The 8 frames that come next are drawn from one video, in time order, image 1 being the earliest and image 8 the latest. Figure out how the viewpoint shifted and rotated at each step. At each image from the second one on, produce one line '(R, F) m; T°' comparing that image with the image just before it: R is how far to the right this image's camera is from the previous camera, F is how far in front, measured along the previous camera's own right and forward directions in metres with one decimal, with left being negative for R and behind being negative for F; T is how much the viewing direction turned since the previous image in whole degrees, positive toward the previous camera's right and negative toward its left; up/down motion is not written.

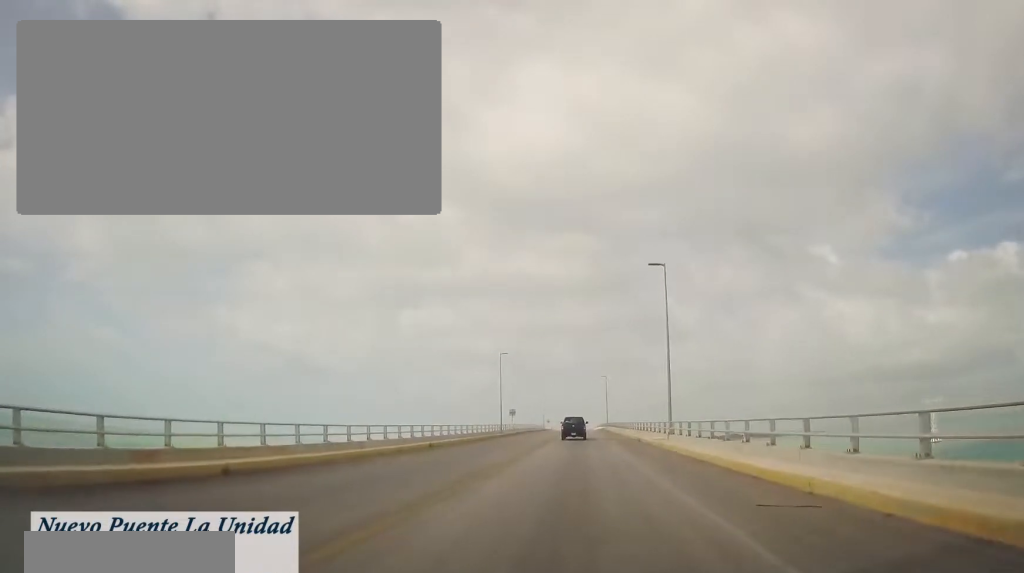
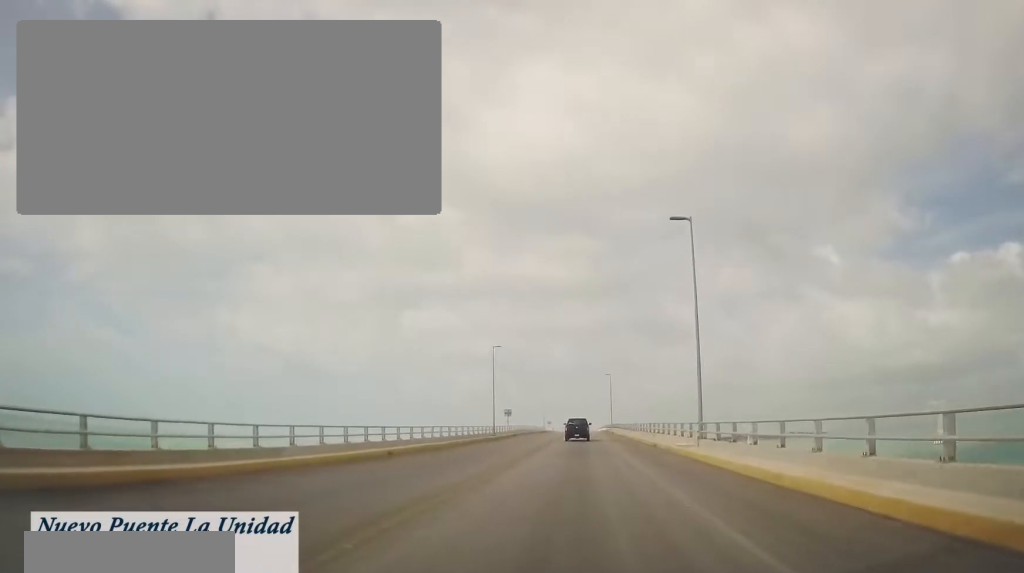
(-0.1, +7.9) m; -2°
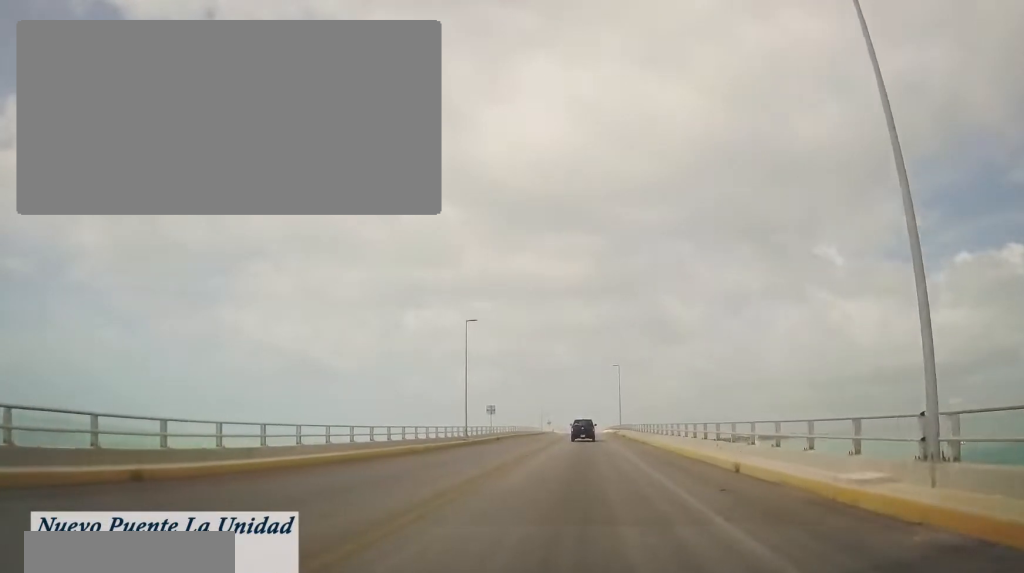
(-0.7, +16.9) m; -2°
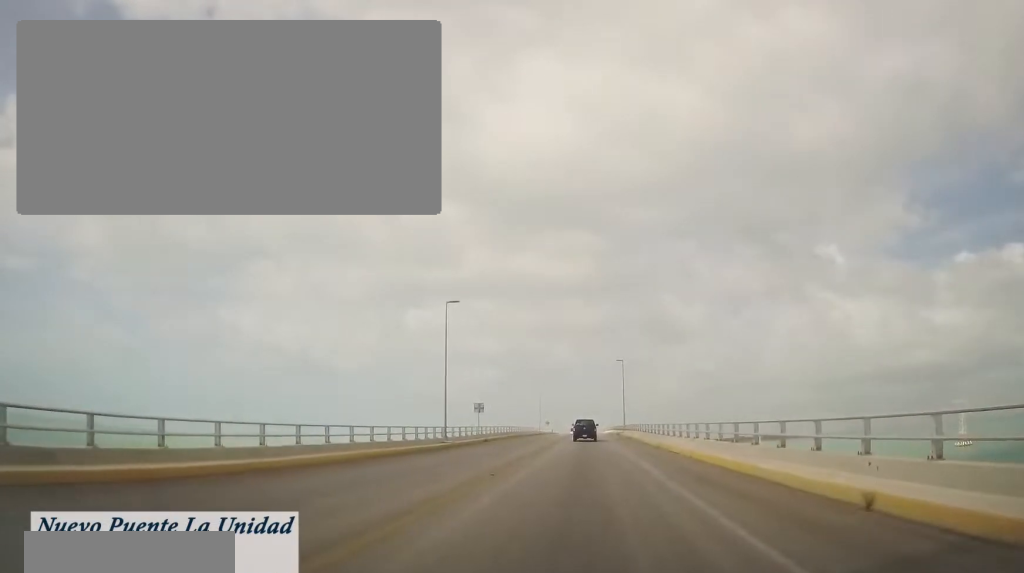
(0.0, +7.5) m; 0°
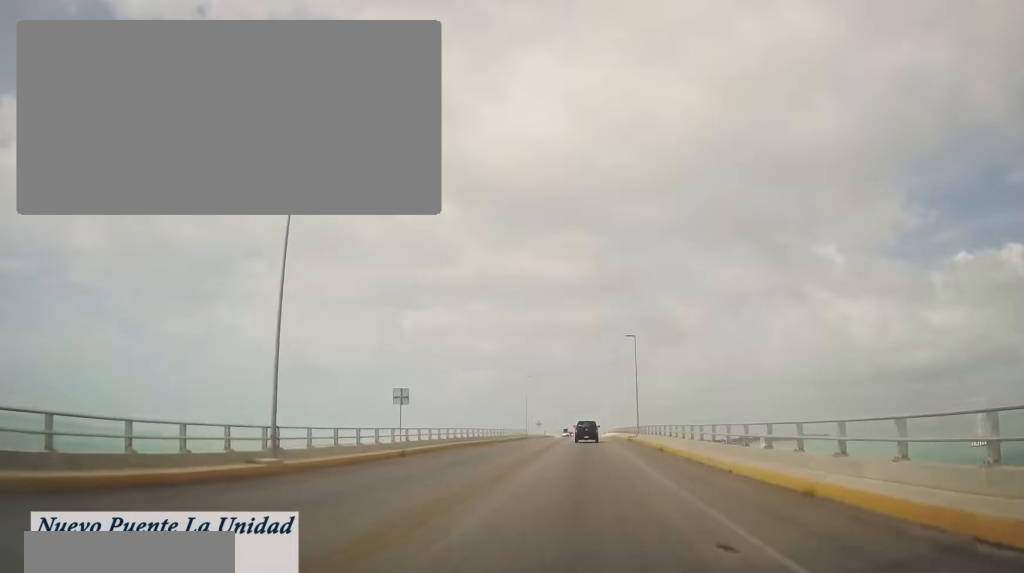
(+0.4, +23.2) m; -1°
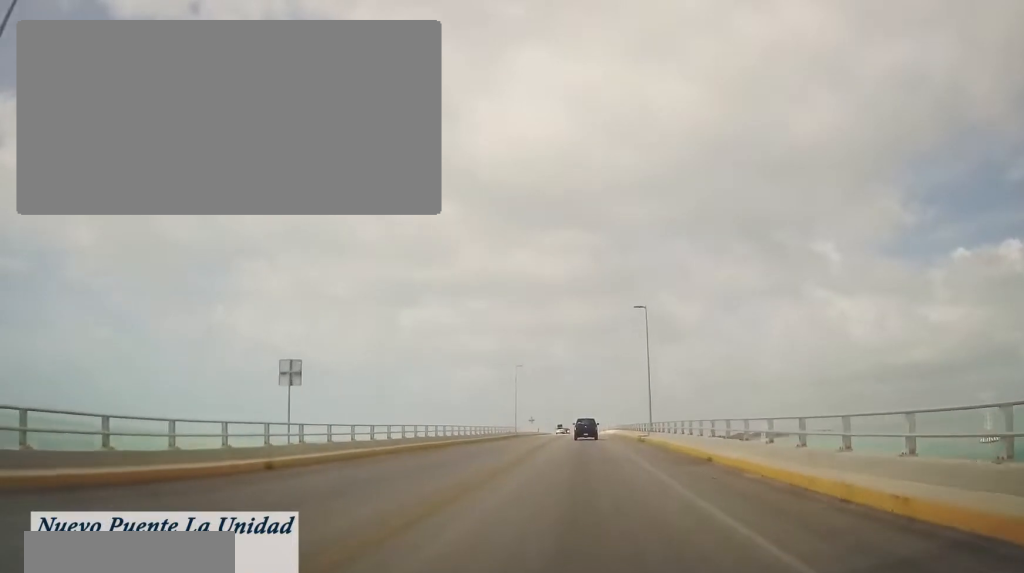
(-0.2, +12.6) m; -1°
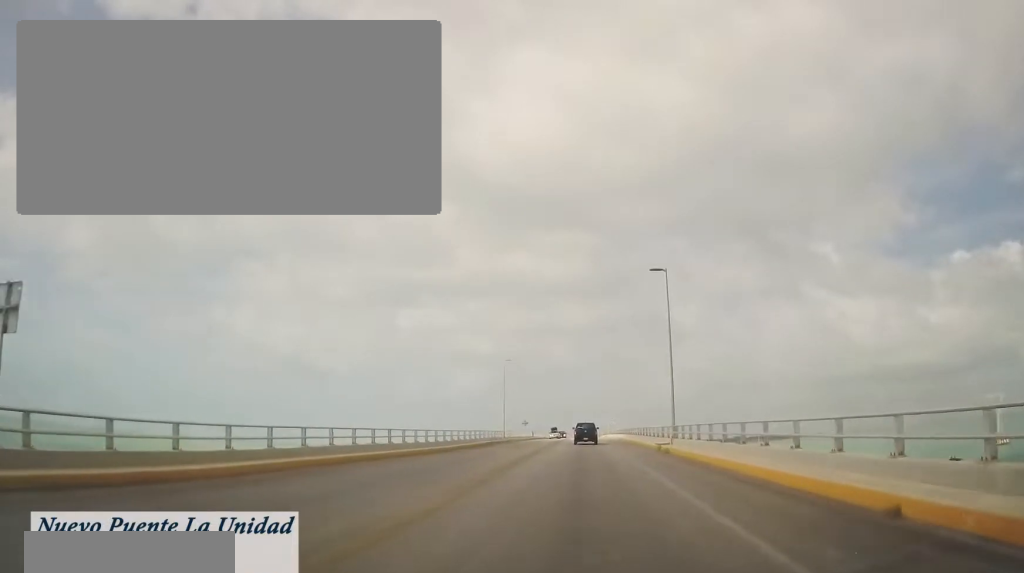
(0.0, +11.9) m; 0°
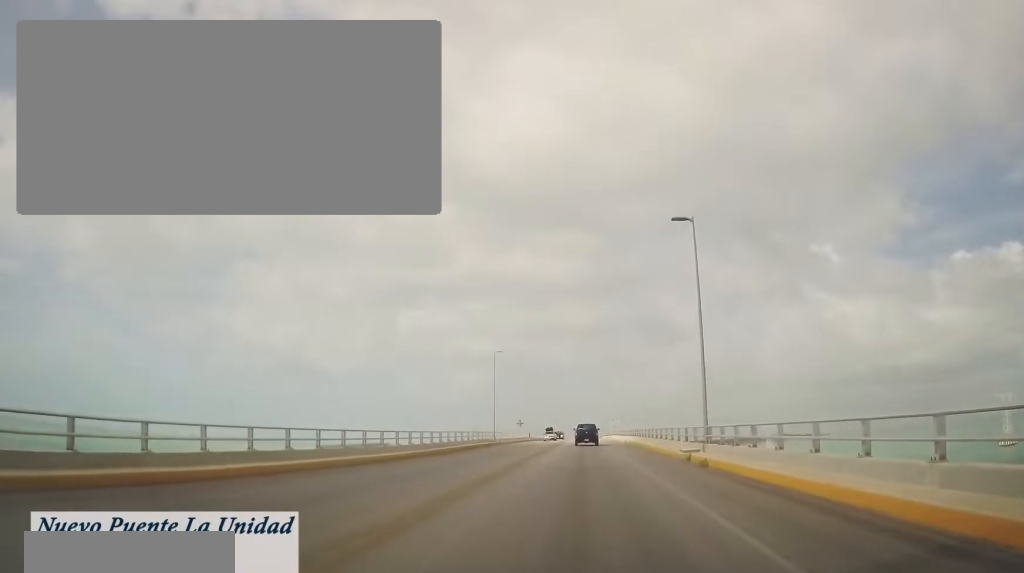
(0.0, +8.5) m; +1°
